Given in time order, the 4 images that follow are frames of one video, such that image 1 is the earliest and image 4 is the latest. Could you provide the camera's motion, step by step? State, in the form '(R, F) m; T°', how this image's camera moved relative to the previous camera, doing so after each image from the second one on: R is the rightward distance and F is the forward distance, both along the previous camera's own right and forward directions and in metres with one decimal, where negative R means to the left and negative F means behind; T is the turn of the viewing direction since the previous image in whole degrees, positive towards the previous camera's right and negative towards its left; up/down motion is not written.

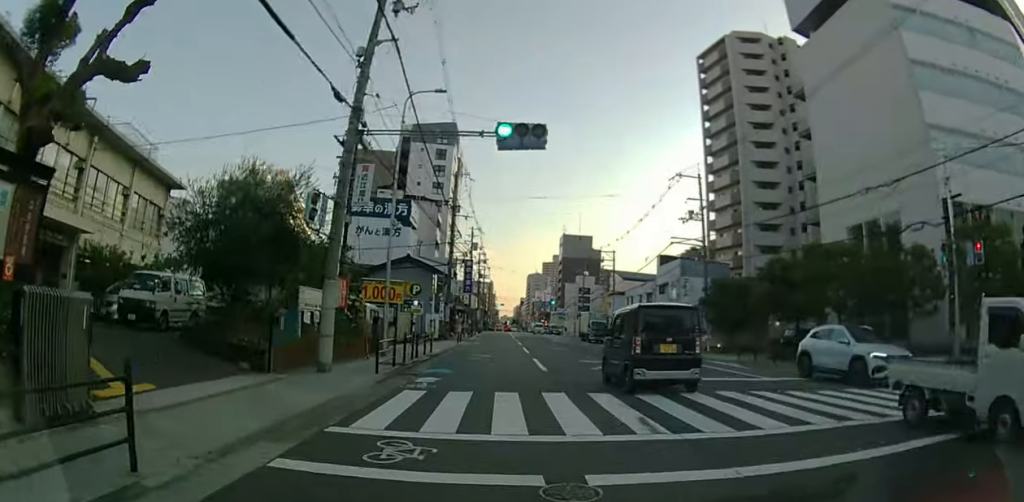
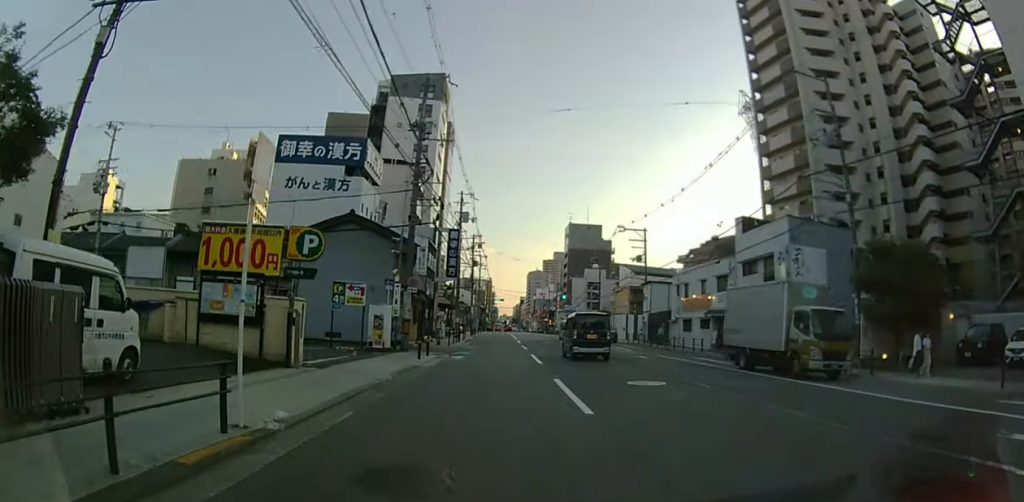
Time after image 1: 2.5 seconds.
(+0.2, +17.7) m; +2°
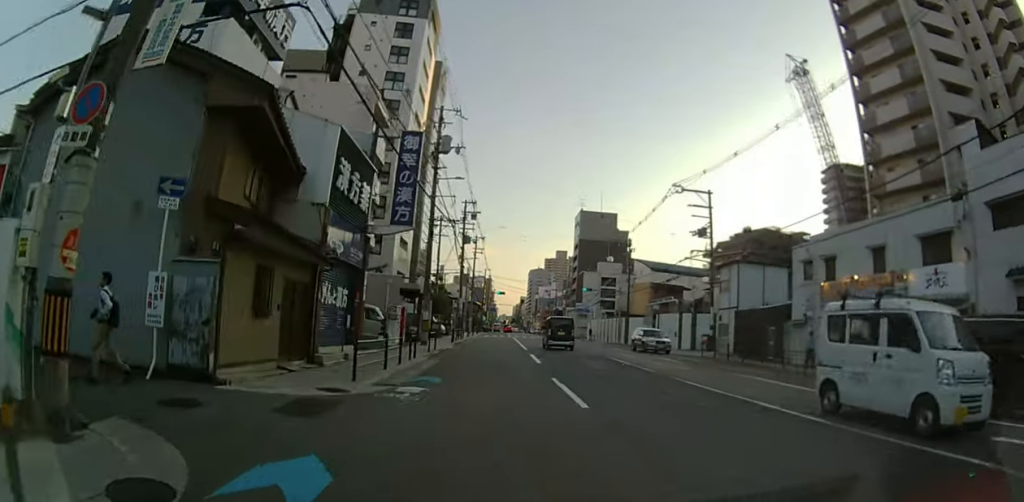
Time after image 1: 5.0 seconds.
(0.0, +19.7) m; 0°
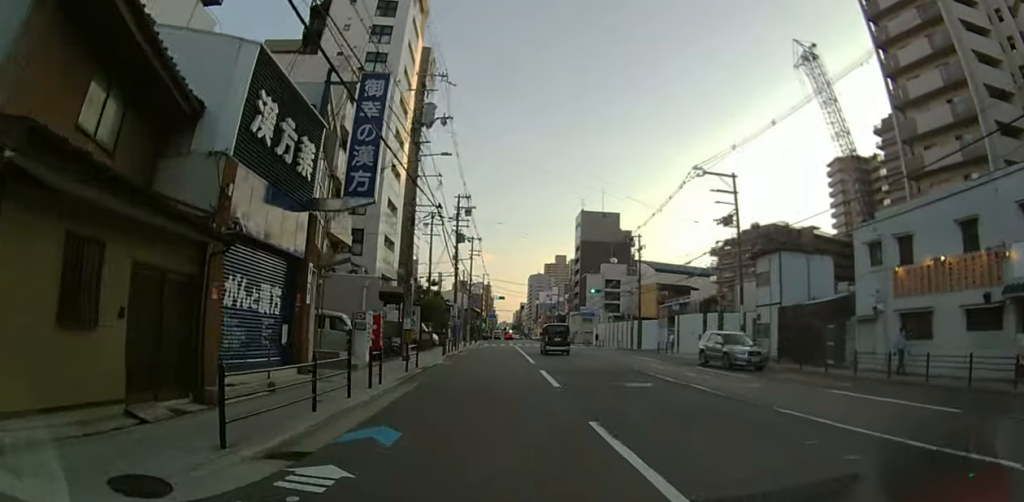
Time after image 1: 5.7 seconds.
(0.0, +5.6) m; 0°
